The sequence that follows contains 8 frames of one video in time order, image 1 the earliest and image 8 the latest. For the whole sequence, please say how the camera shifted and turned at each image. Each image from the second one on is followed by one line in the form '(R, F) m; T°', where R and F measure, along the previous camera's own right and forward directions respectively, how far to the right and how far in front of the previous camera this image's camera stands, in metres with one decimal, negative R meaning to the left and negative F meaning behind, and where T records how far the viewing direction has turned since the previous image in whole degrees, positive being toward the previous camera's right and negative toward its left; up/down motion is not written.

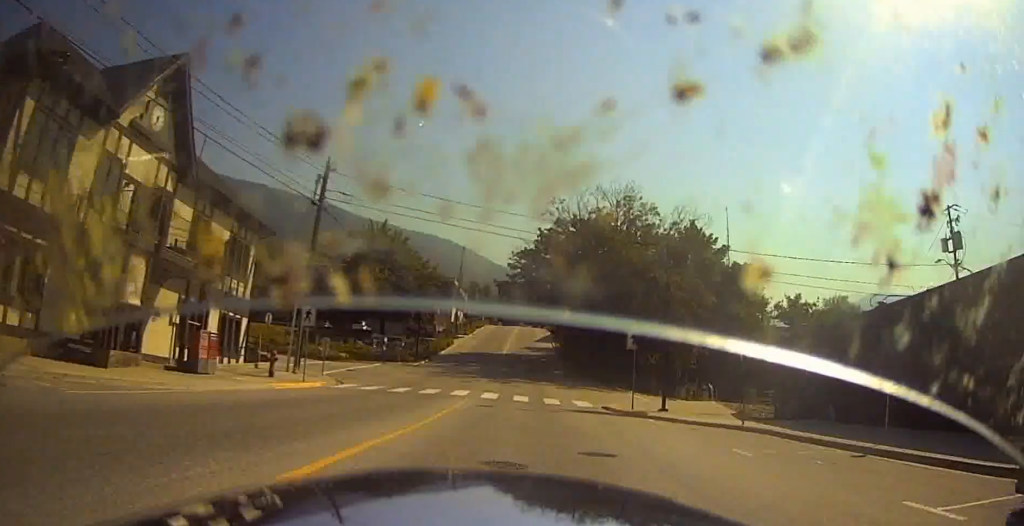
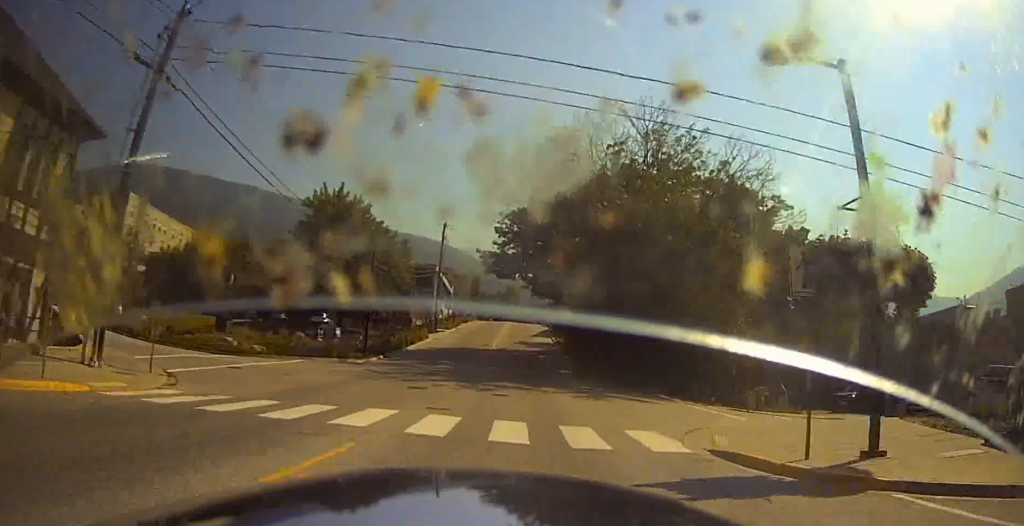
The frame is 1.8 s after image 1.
(+2.4, +18.8) m; +10°
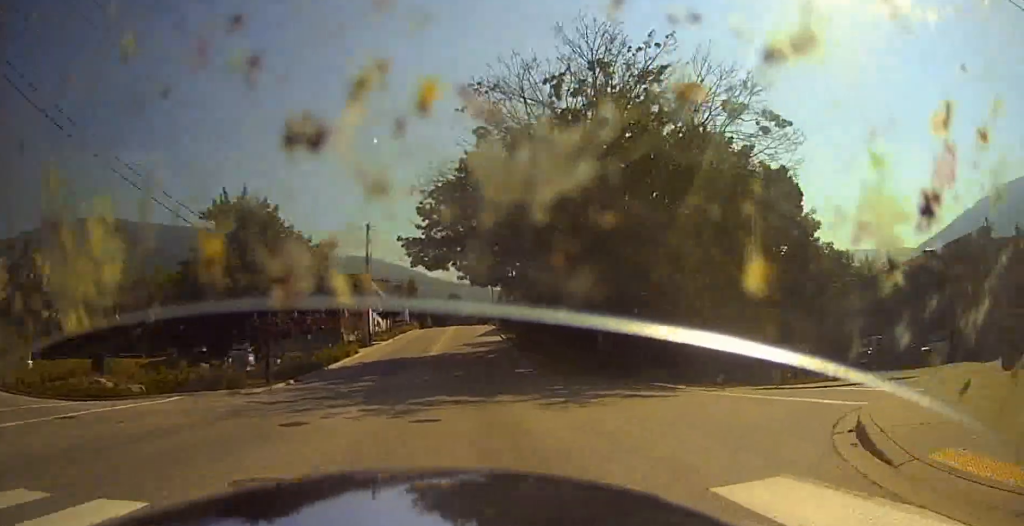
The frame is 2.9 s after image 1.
(+0.2, +10.7) m; +11°
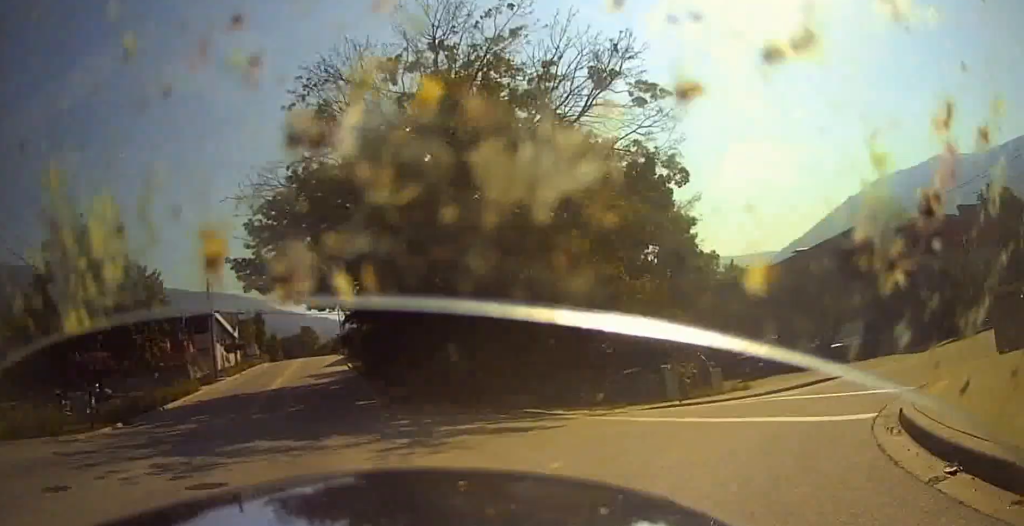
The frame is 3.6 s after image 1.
(+0.5, +5.3) m; +14°
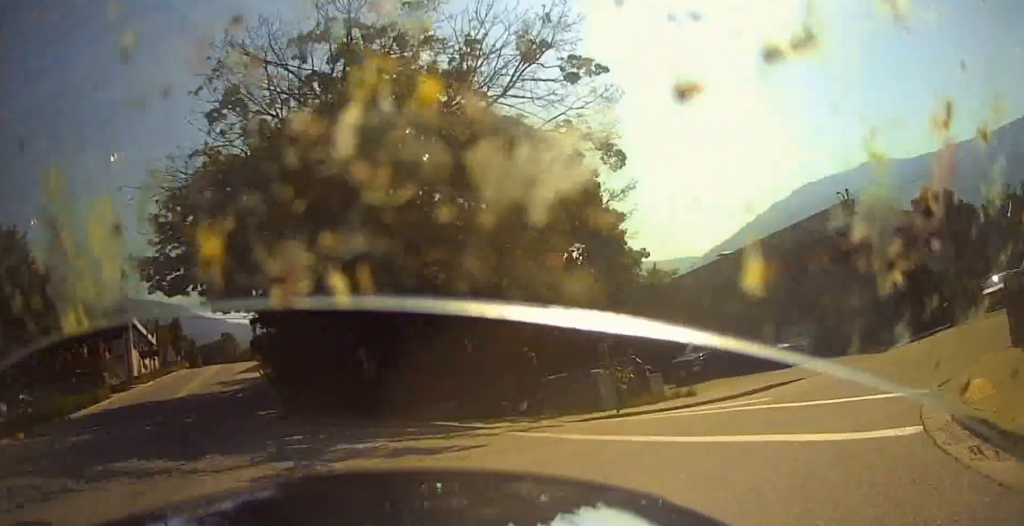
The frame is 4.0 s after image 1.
(+0.2, +3.3) m; +11°
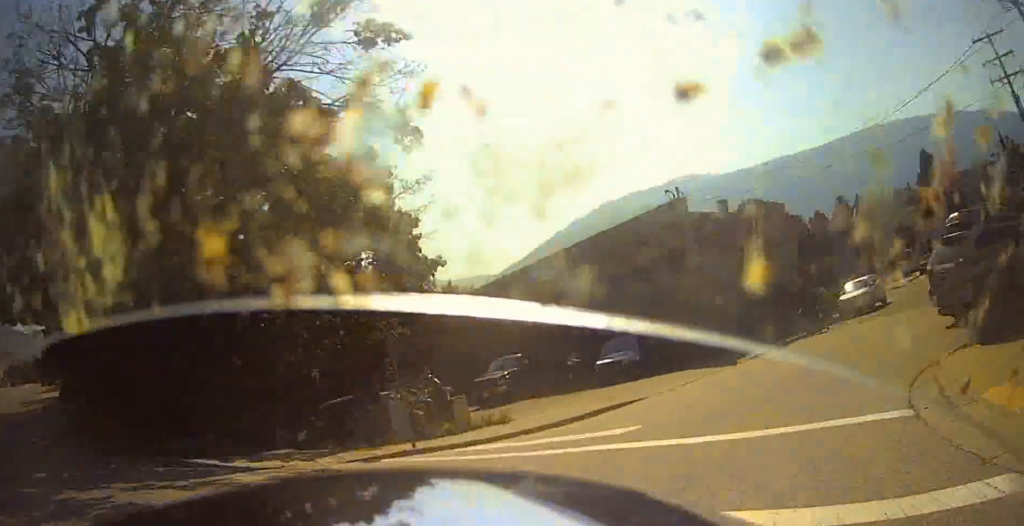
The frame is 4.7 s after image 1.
(+0.8, +4.6) m; +18°
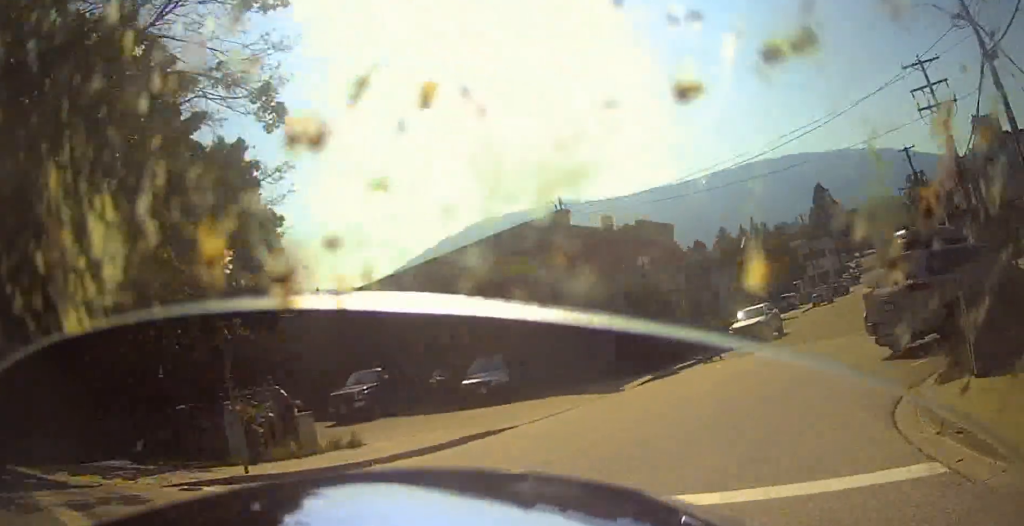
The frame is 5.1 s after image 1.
(0.0, +3.3) m; +12°
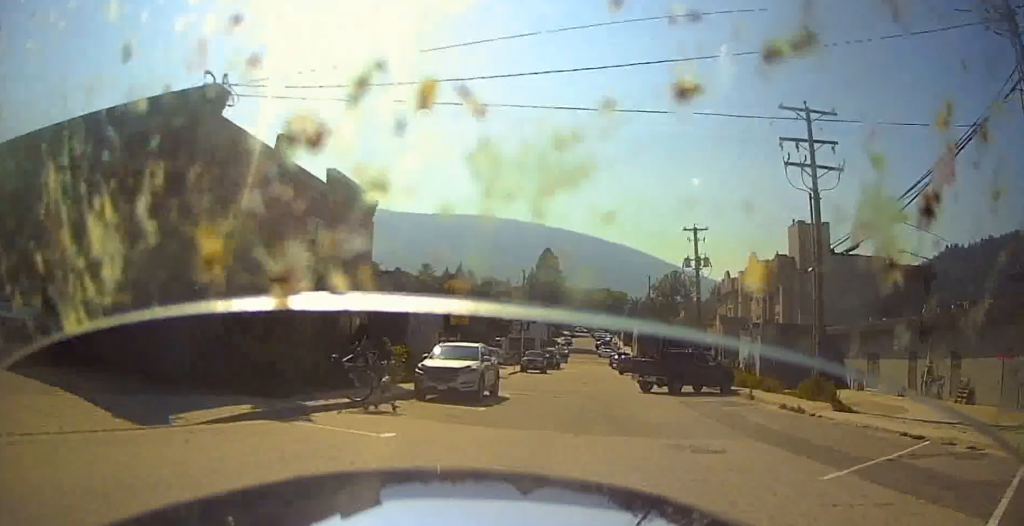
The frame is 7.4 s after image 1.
(+6.9, +12.3) m; +28°
